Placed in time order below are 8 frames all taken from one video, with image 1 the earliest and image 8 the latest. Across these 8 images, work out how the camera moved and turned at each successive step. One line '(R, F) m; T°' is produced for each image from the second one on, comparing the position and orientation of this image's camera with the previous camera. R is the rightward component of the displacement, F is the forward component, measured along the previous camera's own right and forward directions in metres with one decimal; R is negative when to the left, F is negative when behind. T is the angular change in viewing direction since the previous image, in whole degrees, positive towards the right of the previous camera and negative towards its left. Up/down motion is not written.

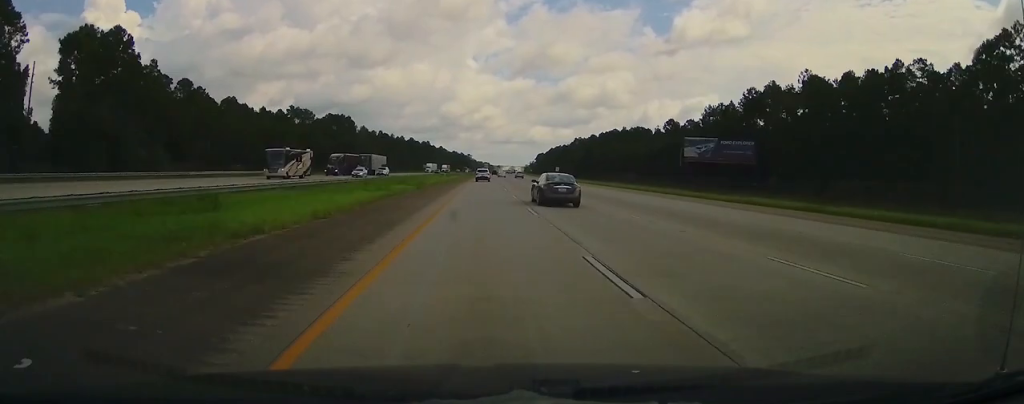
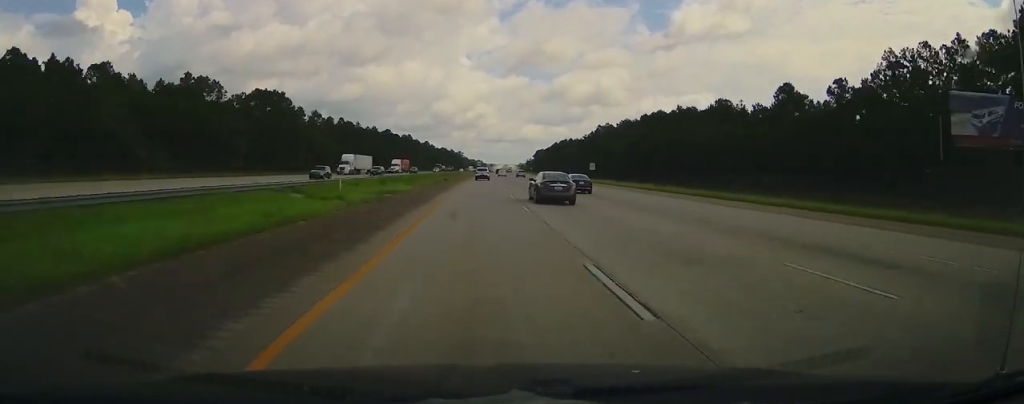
(+0.7, +73.1) m; +1°
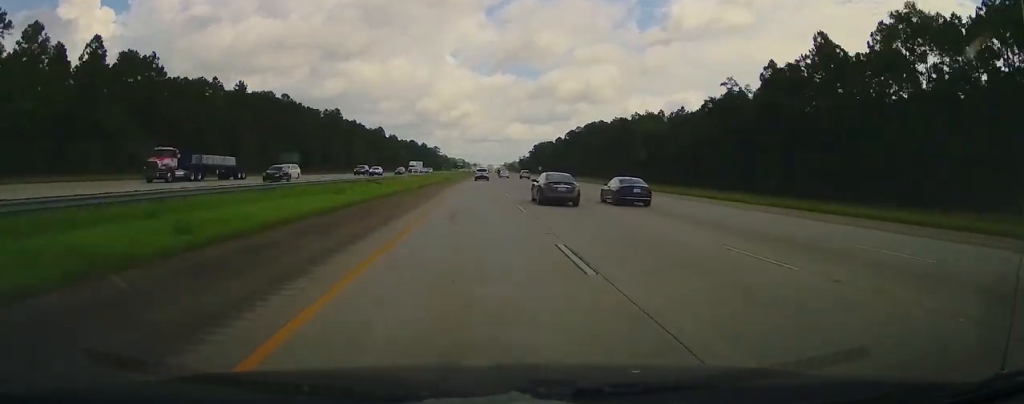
(+2.1, +155.9) m; +1°
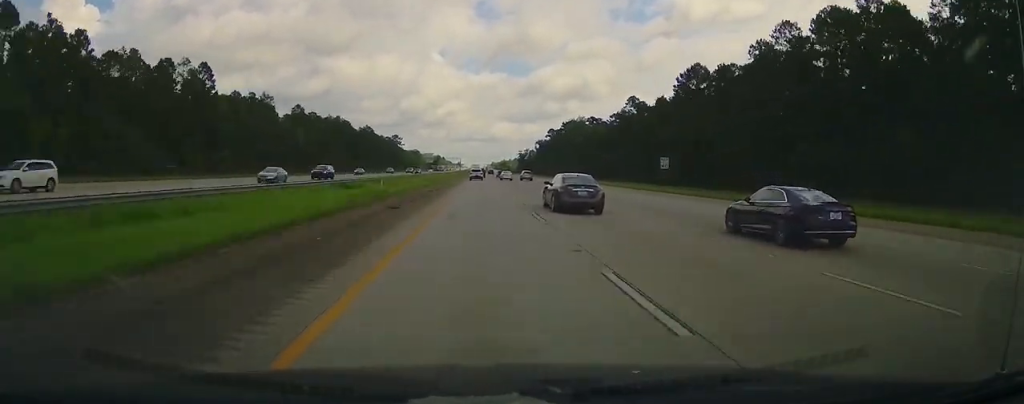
(+2.4, +199.2) m; +1°
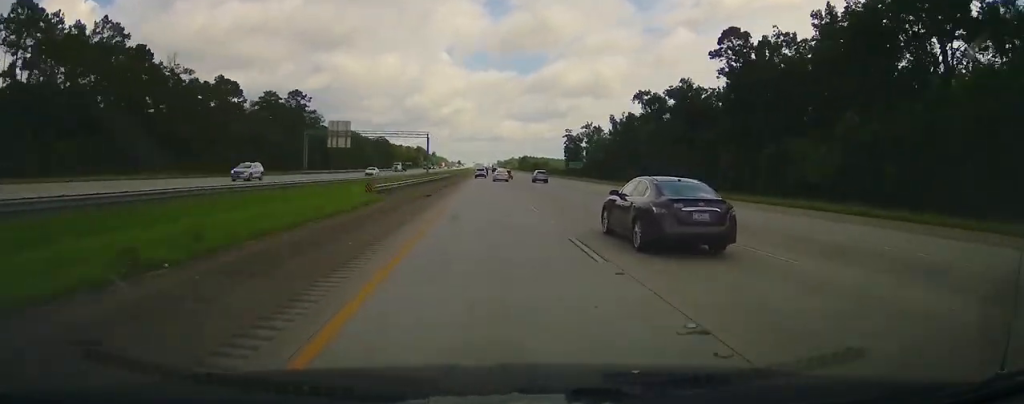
(+0.3, +228.2) m; 0°
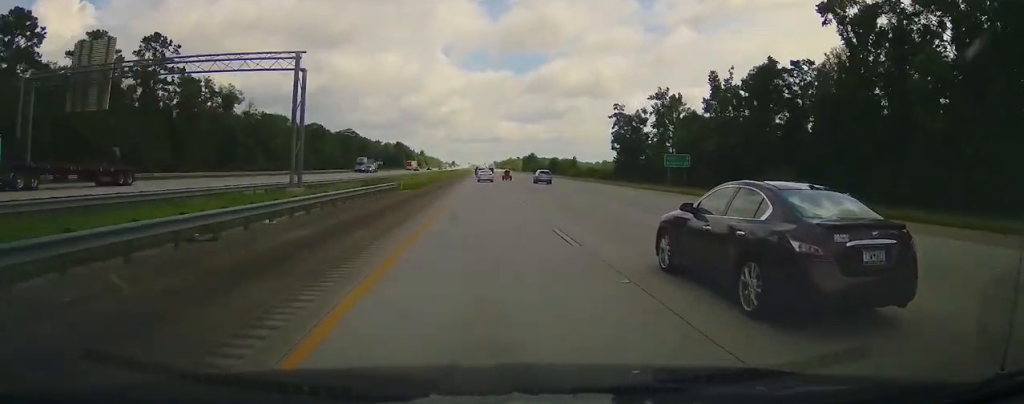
(-0.2, +82.6) m; 0°
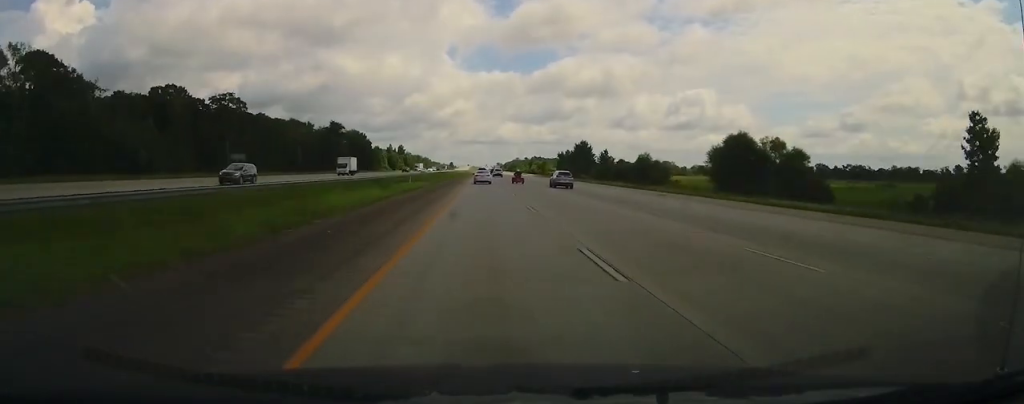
(-0.4, +150.0) m; 0°
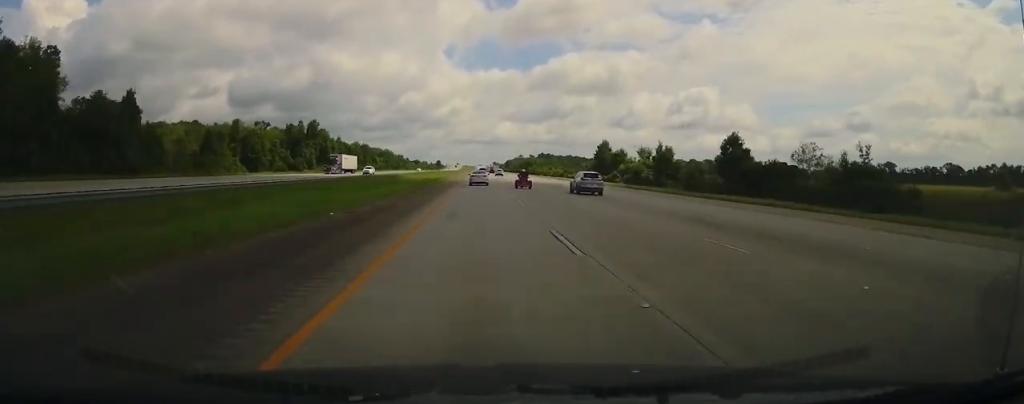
(+1.6, +192.5) m; +1°
